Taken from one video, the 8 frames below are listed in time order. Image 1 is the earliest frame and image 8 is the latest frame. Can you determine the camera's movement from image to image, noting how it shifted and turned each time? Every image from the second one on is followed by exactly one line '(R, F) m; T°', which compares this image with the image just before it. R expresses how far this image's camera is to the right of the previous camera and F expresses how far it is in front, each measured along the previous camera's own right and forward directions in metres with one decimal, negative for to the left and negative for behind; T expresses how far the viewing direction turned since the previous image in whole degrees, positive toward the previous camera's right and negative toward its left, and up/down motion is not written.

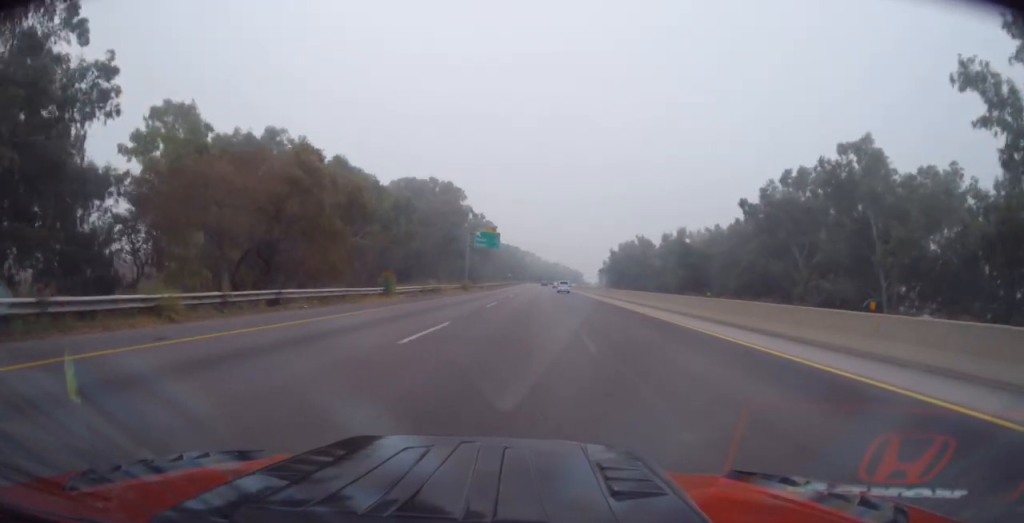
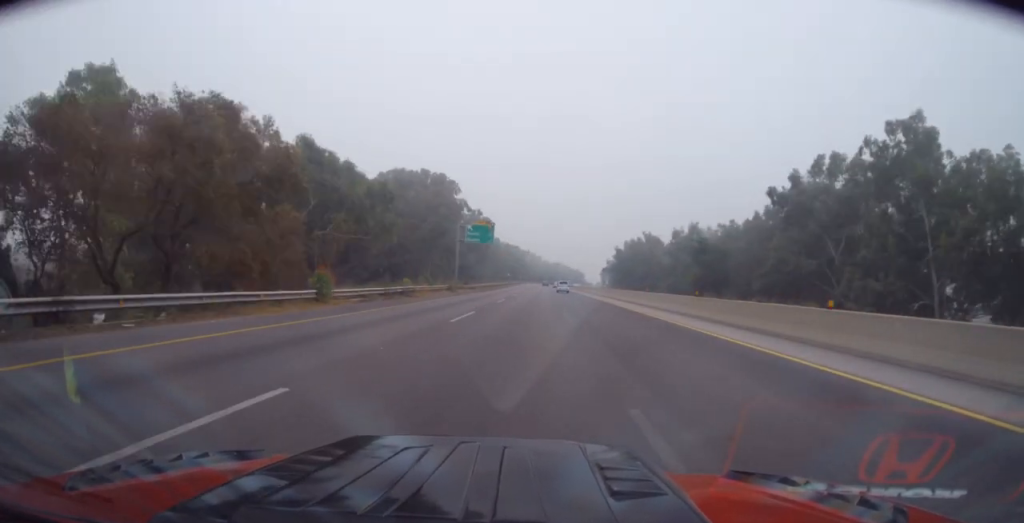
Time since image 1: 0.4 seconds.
(-0.2, +11.4) m; -1°
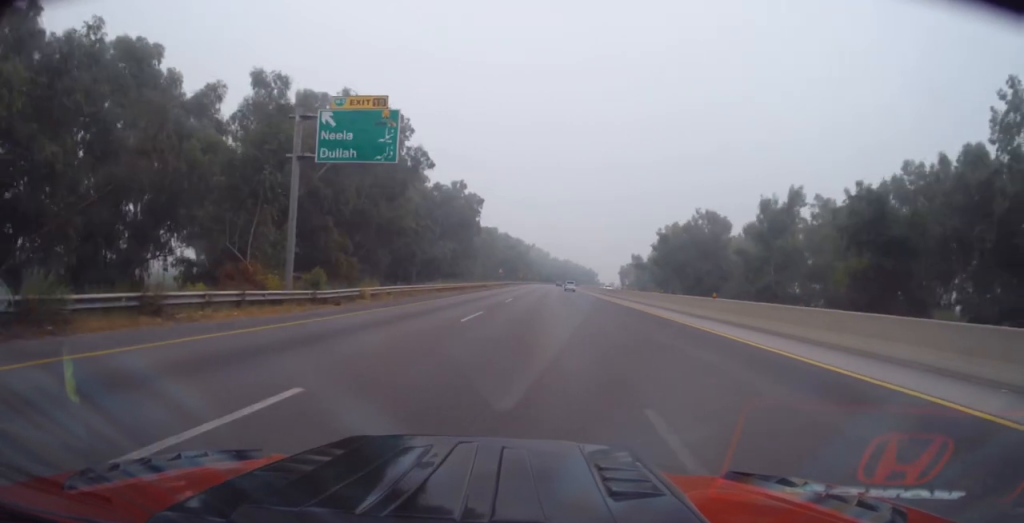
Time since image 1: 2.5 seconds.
(+1.0, +53.9) m; +2°
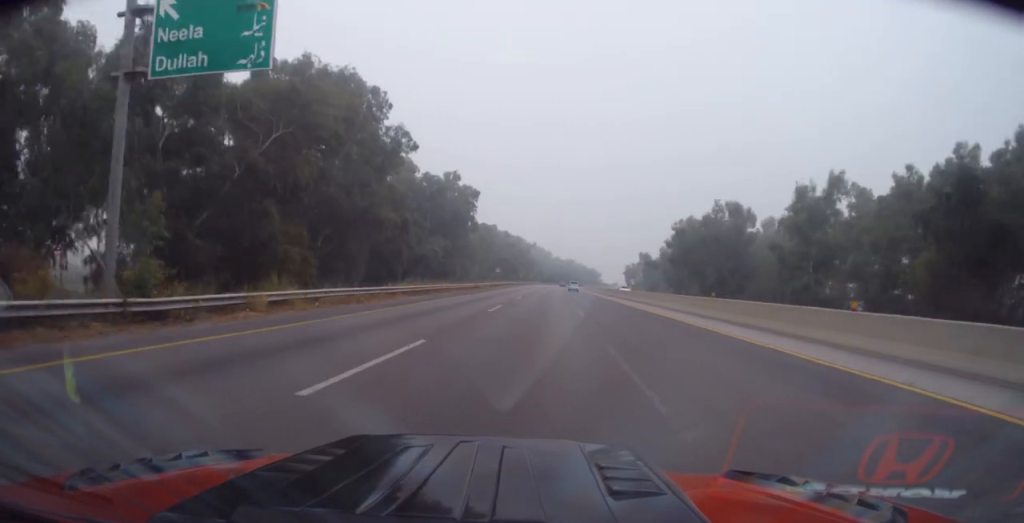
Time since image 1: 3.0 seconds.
(0.0, +12.1) m; 0°
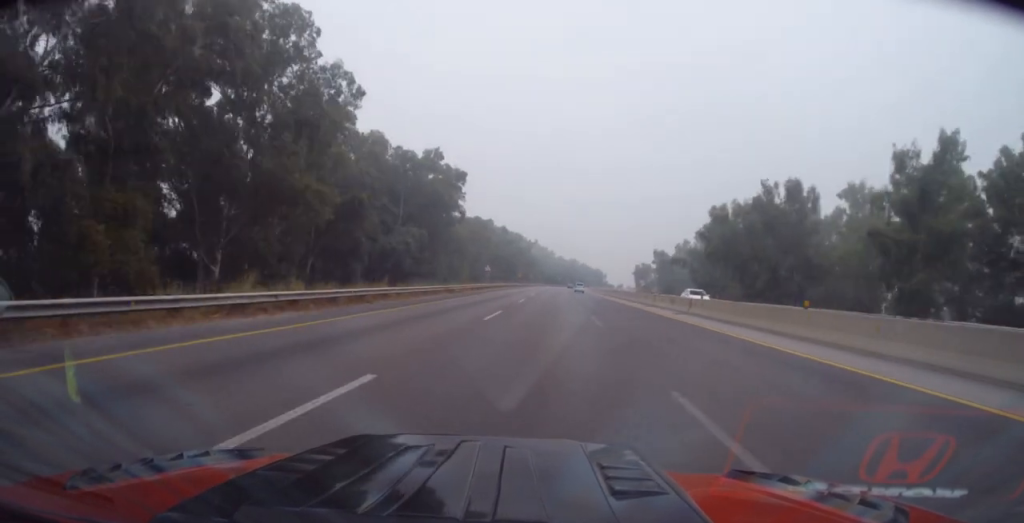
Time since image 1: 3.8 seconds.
(-0.1, +22.5) m; 0°
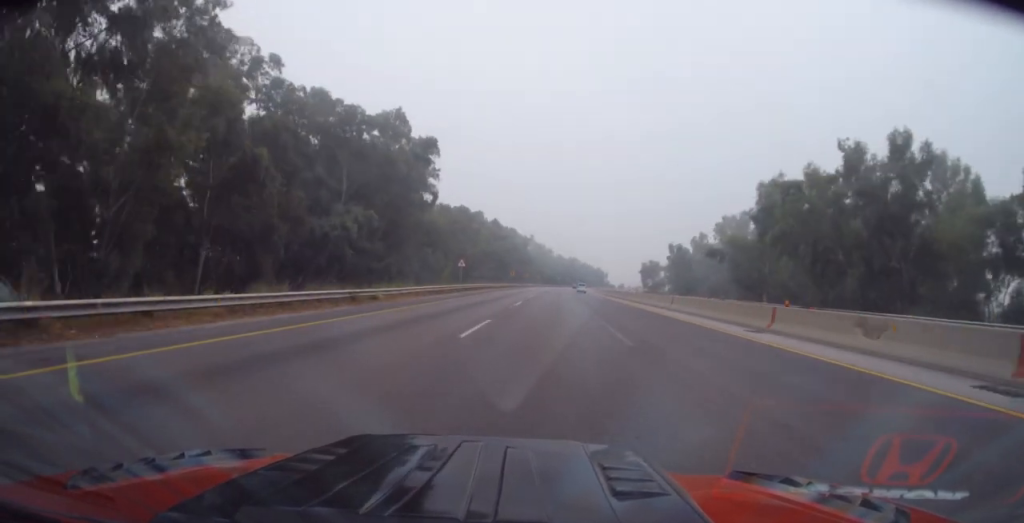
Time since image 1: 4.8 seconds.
(-0.1, +24.3) m; 0°
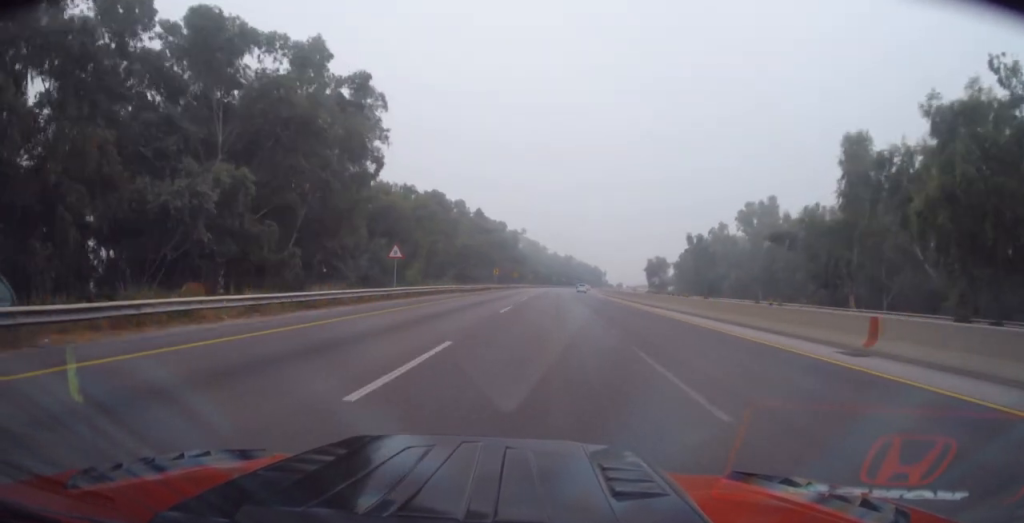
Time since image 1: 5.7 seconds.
(+0.2, +25.1) m; 0°
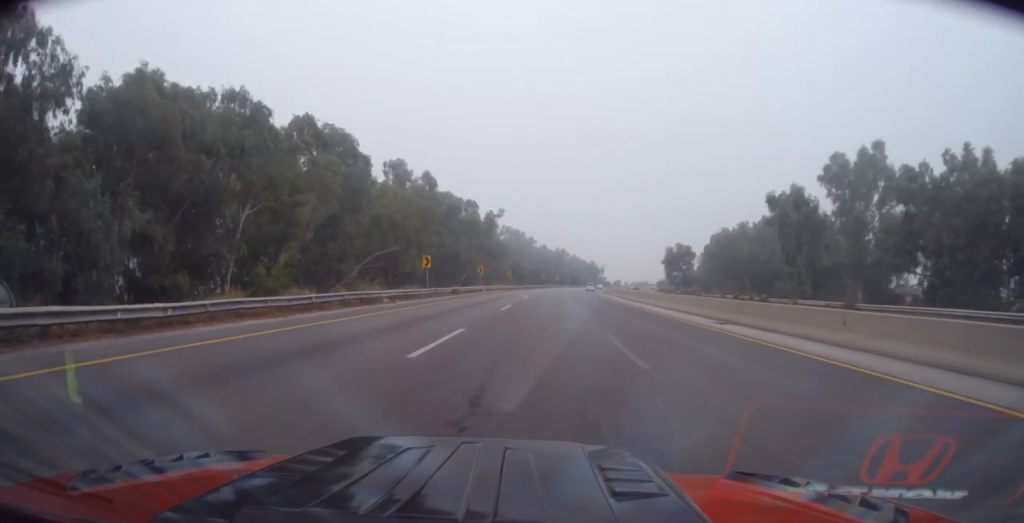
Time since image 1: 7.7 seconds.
(+0.3, +50.1) m; +1°
